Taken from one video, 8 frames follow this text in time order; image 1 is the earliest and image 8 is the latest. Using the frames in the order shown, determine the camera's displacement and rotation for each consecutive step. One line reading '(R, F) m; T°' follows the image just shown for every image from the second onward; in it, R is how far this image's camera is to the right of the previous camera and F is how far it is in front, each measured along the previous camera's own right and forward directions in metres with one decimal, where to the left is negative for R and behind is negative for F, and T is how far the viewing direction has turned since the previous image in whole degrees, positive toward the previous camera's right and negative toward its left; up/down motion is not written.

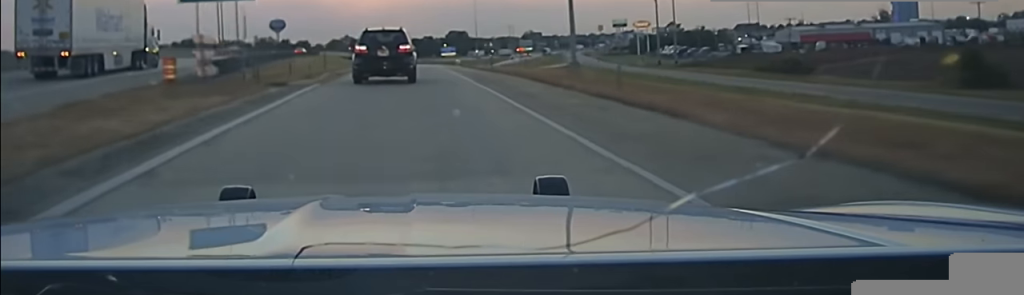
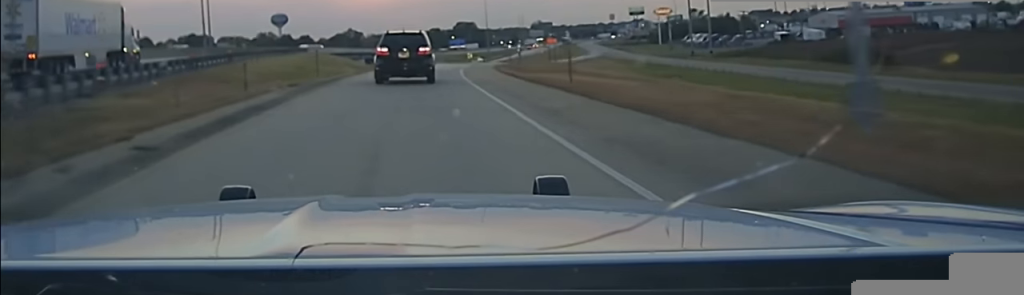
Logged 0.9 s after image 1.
(0.0, +24.4) m; 0°
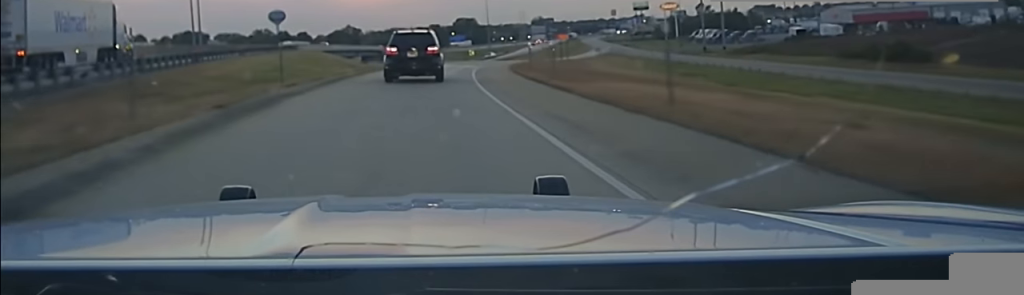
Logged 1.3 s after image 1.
(0.0, +10.2) m; +1°
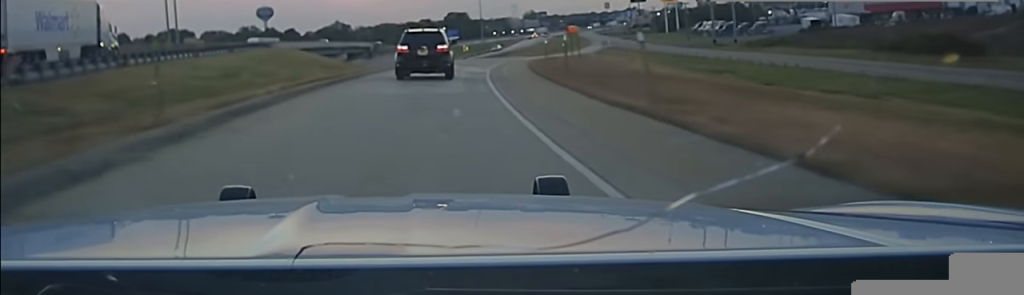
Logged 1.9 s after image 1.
(-0.2, +13.6) m; +1°
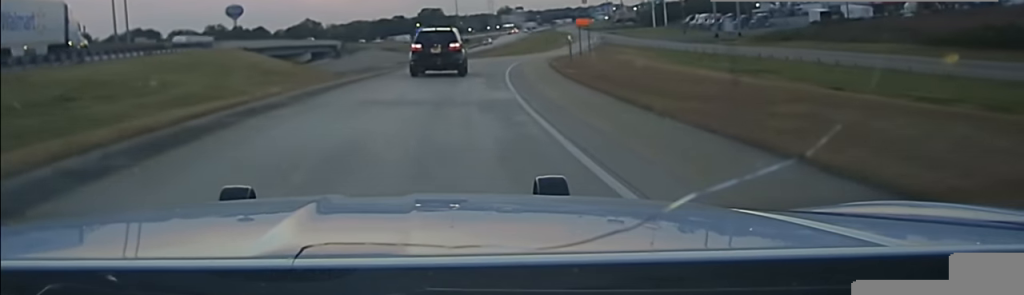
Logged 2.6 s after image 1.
(+0.7, +18.4) m; +3°
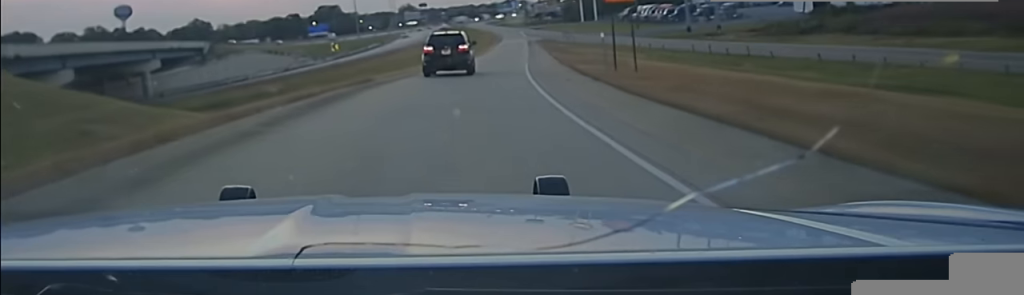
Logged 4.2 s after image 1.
(+1.9, +39.1) m; +6°
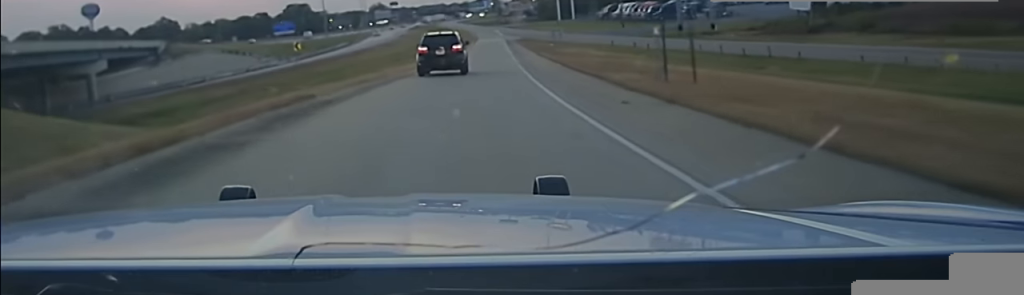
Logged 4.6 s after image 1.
(+0.2, +9.8) m; +1°
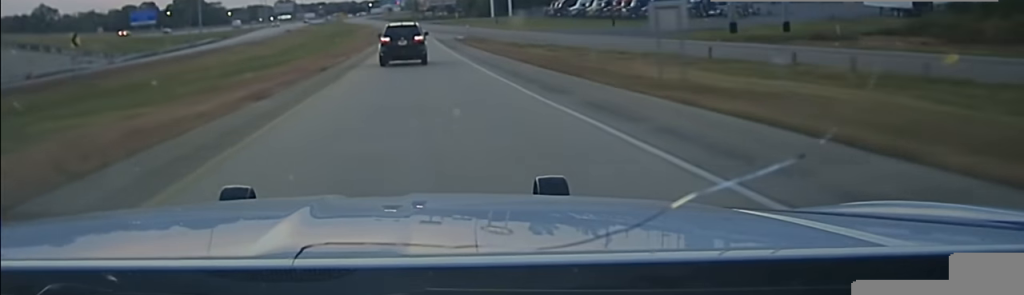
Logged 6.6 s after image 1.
(+2.1, +58.8) m; +4°
